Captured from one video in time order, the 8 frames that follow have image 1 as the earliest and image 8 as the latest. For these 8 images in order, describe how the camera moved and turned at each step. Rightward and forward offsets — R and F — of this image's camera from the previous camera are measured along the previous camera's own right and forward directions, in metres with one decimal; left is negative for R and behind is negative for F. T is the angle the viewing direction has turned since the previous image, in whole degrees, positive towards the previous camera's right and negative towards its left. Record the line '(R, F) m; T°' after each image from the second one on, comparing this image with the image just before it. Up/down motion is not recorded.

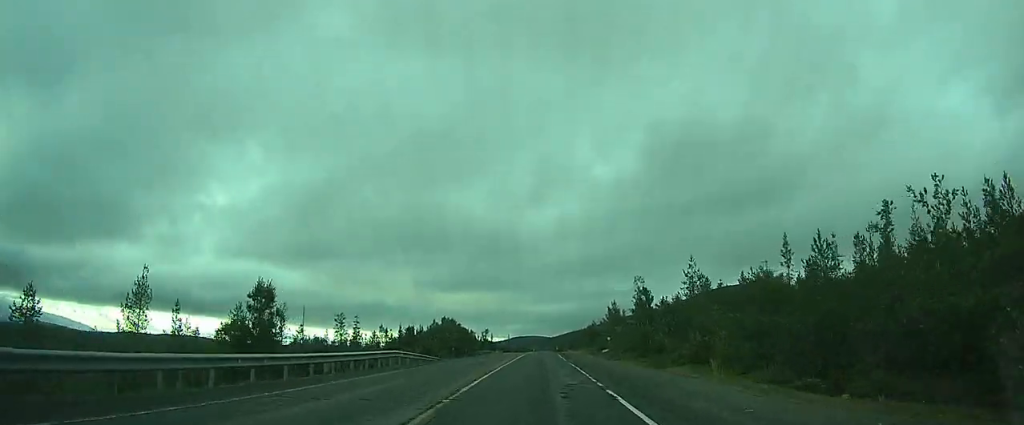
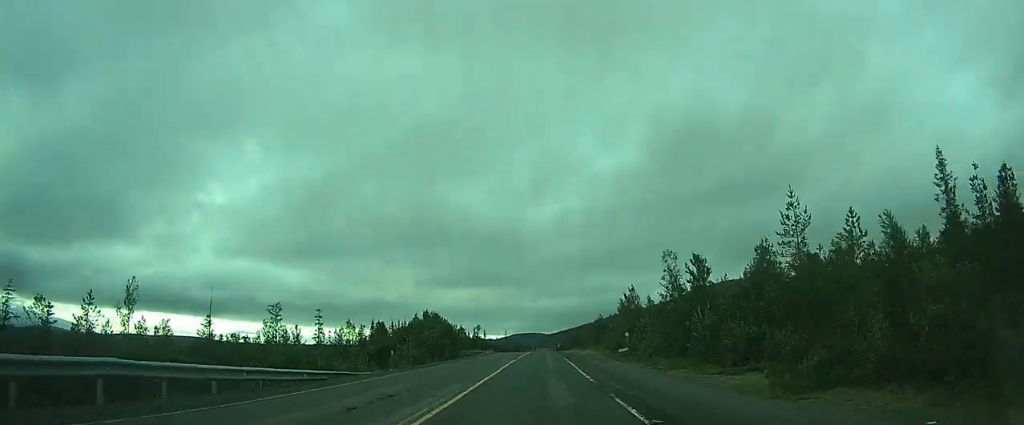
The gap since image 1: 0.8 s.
(0.0, +19.2) m; 0°
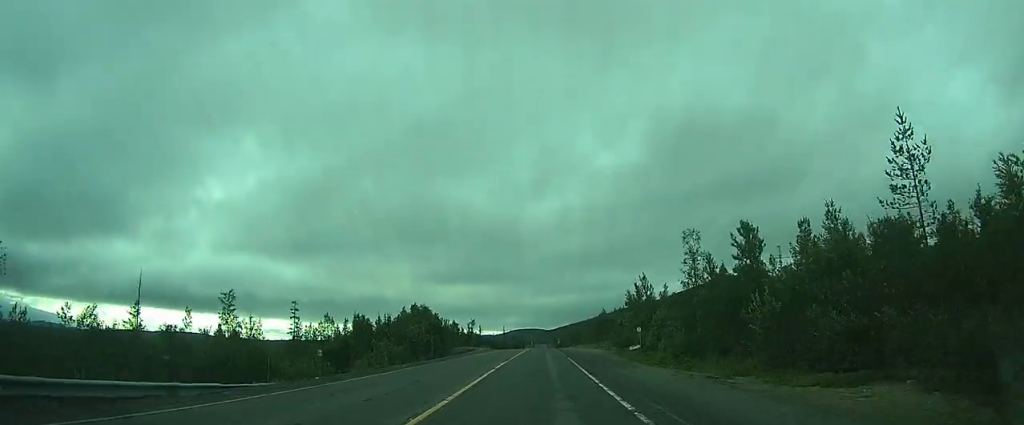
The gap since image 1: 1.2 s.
(0.0, +9.2) m; 0°
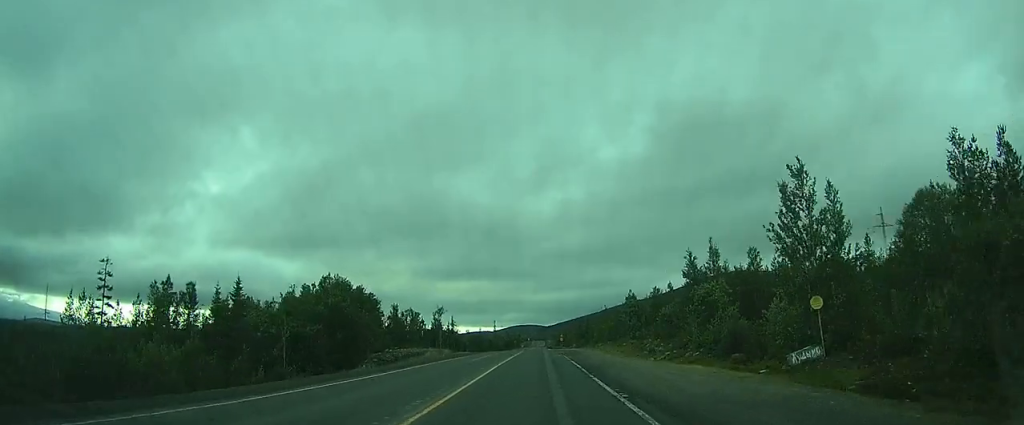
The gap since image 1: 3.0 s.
(0.0, +40.4) m; 0°
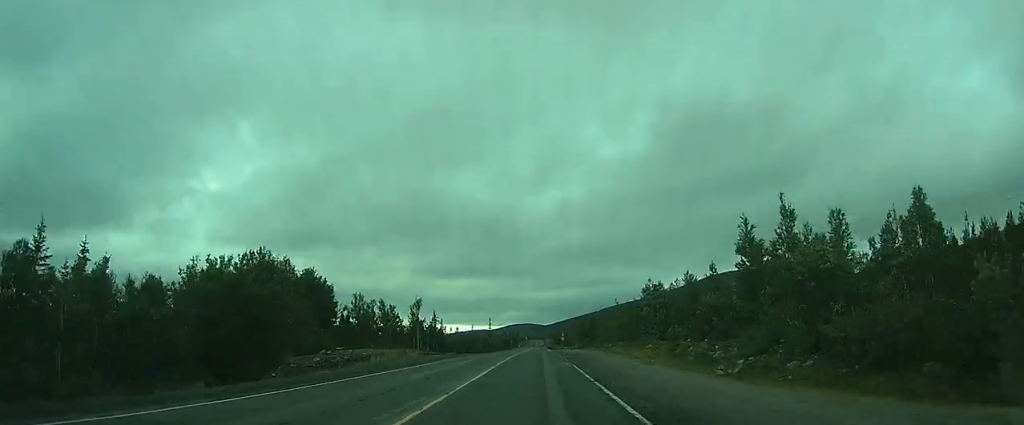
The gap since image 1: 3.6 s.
(0.0, +15.7) m; 0°
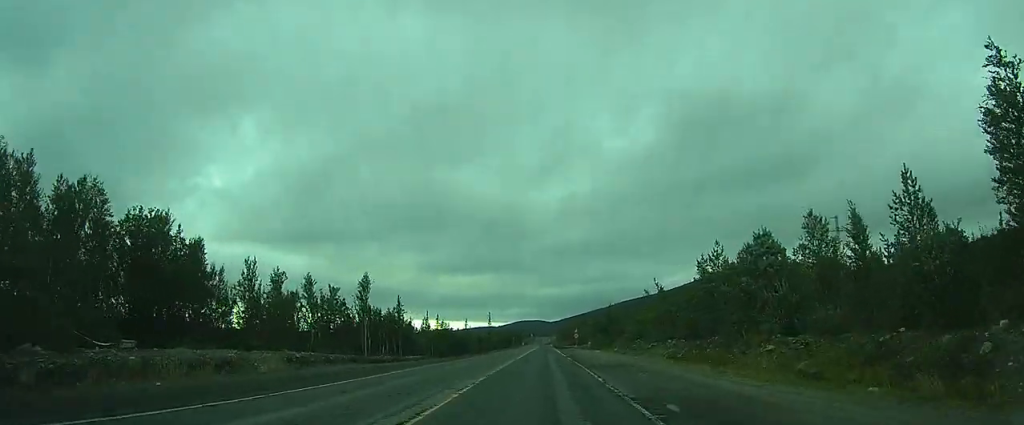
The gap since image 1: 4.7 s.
(+0.1, +25.0) m; 0°
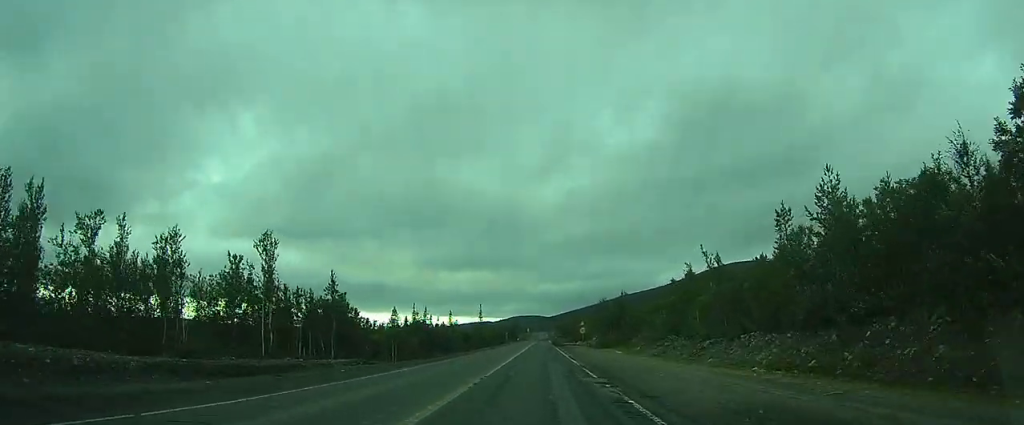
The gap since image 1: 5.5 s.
(0.0, +18.7) m; 0°
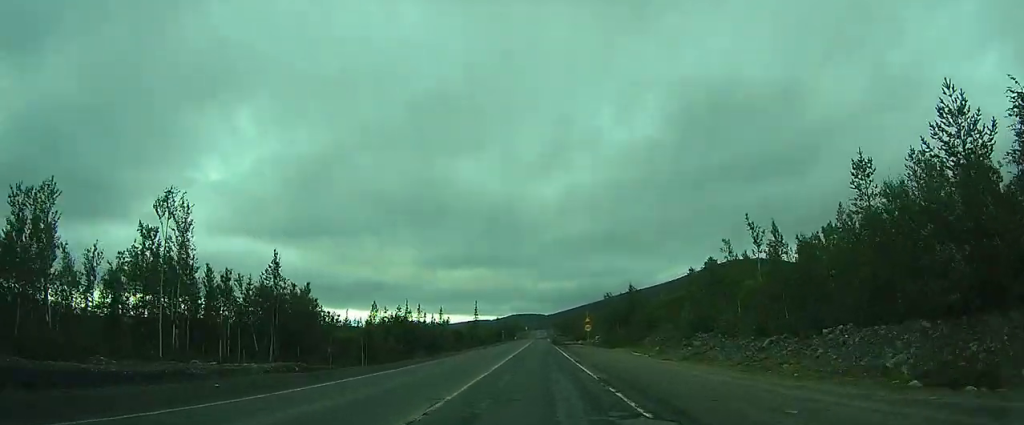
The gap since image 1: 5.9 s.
(0.0, +9.3) m; 0°
